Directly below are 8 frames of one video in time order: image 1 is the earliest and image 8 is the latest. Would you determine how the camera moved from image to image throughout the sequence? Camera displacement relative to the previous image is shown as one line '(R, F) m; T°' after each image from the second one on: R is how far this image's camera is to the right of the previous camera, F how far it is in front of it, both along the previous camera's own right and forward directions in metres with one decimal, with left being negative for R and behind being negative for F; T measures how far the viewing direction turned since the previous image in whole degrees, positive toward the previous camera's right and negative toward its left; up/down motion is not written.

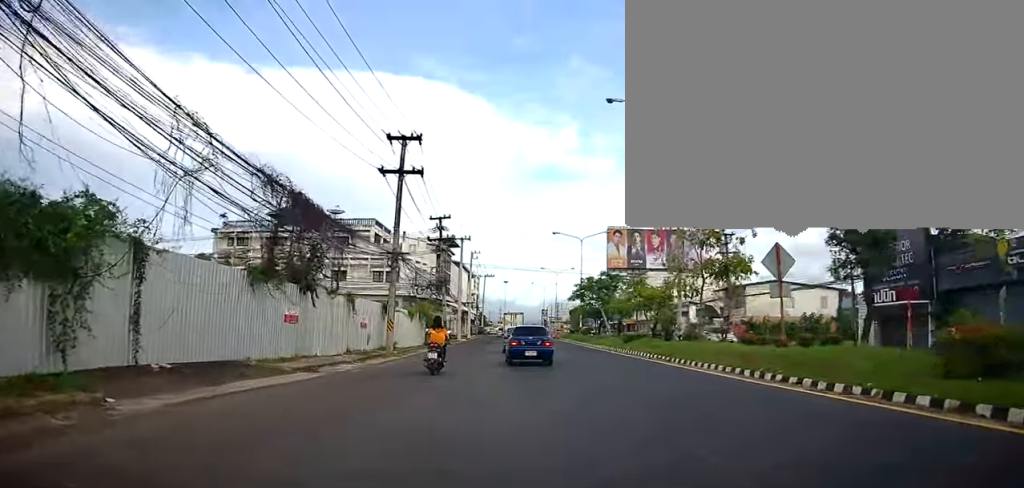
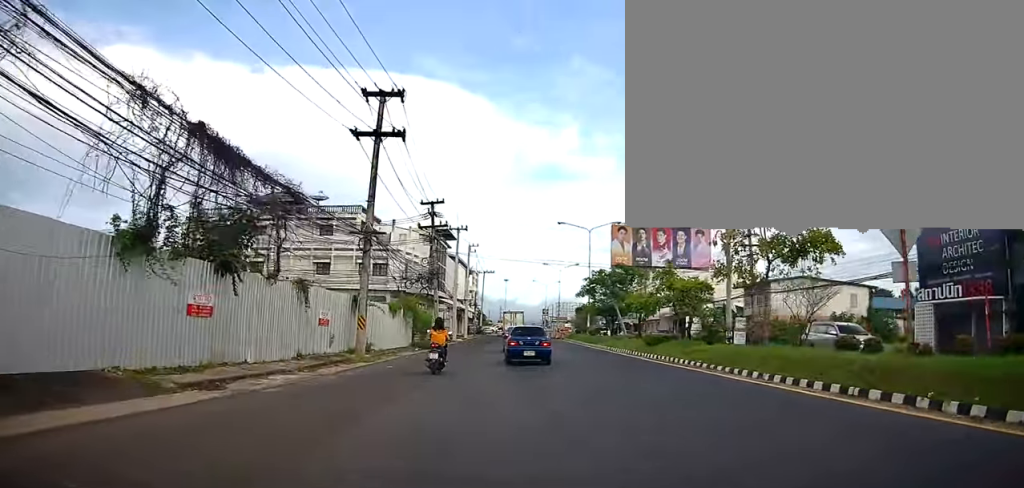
(-0.3, +6.3) m; -2°
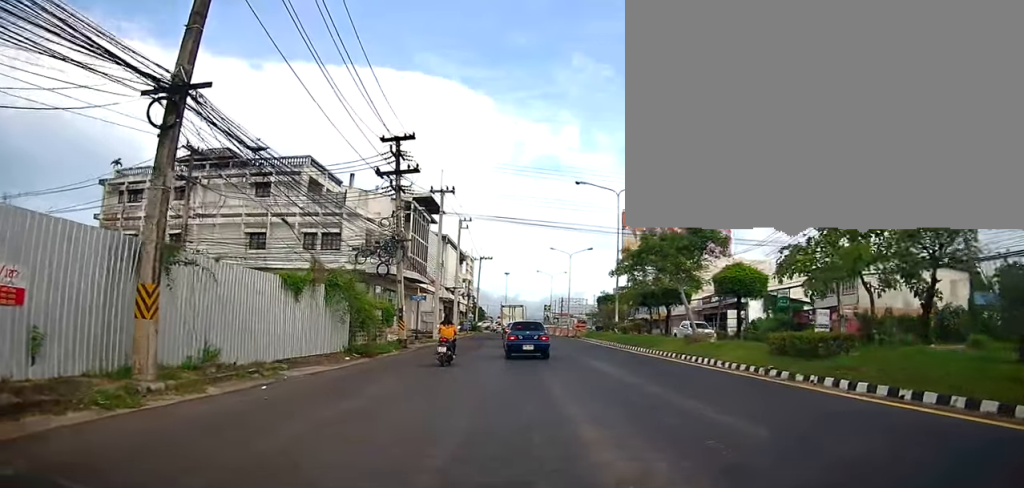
(-0.2, +16.3) m; +2°
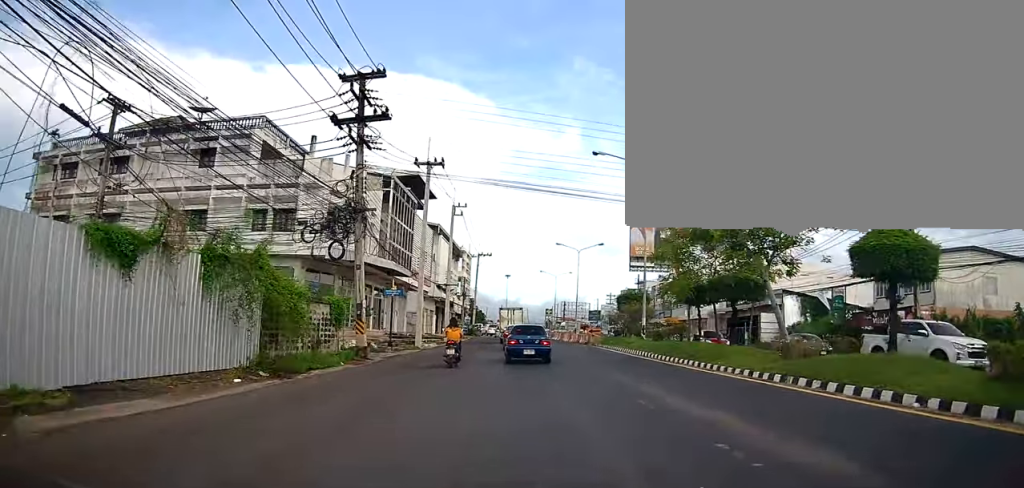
(+0.6, +9.2) m; 0°
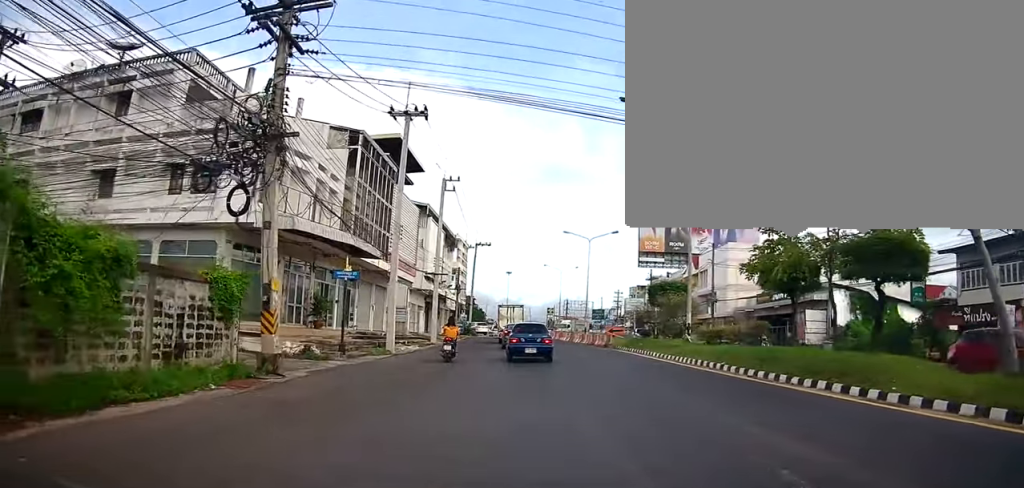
(-0.7, +9.3) m; -1°
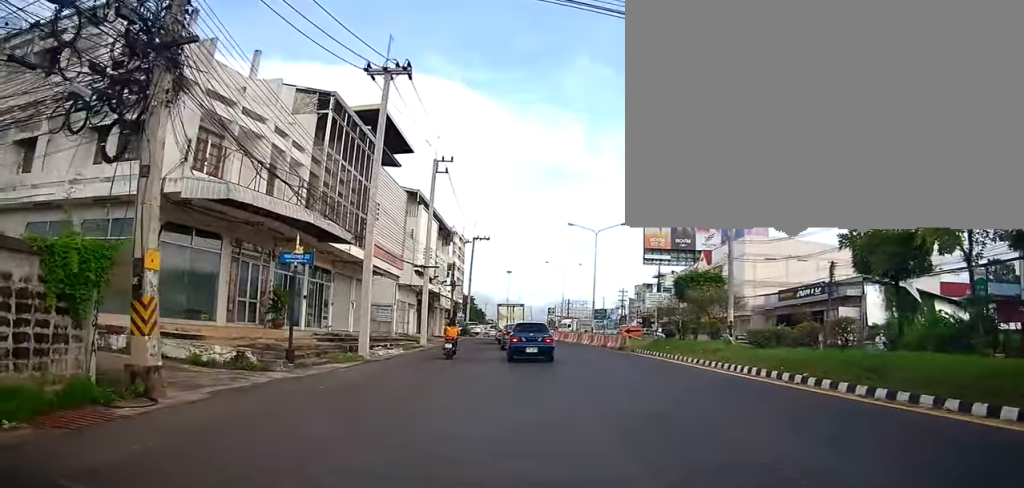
(+0.5, +5.5) m; -1°
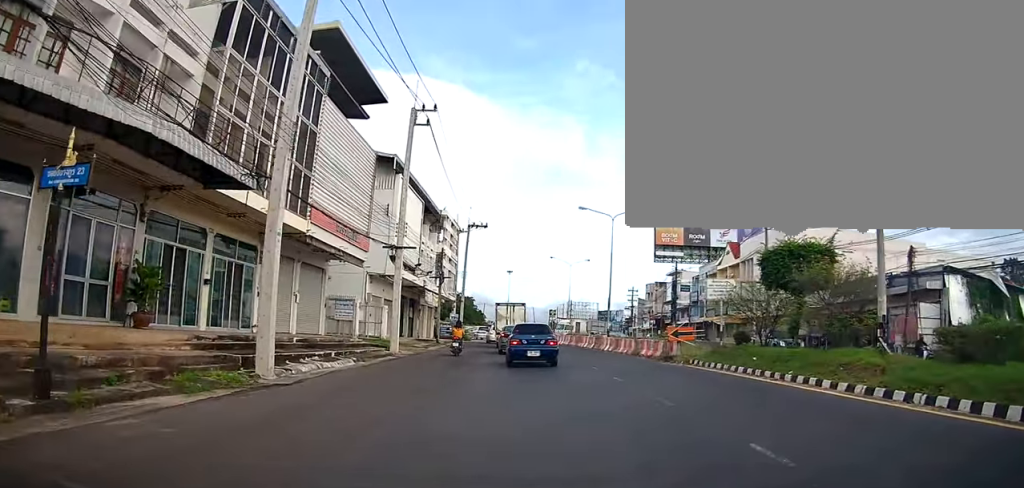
(-0.7, +10.2) m; -2°
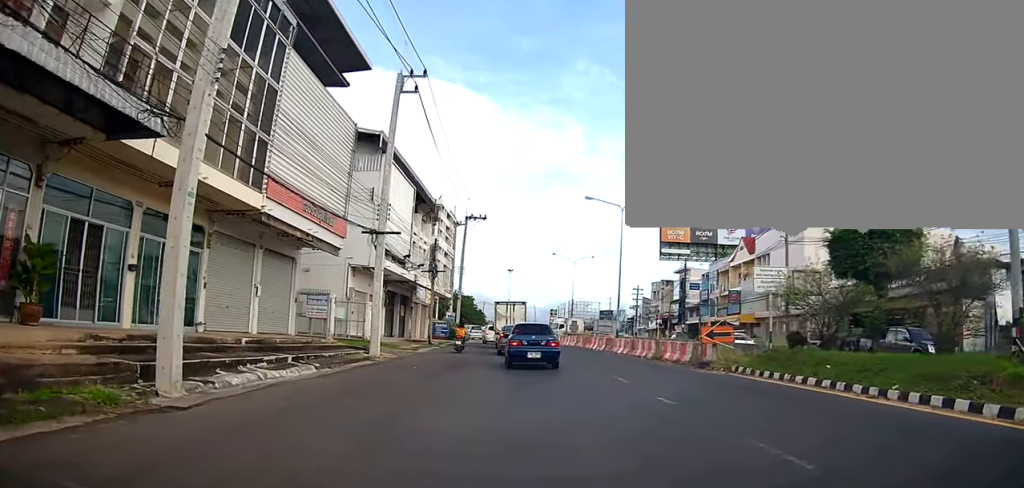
(+0.4, +4.4) m; +4°
